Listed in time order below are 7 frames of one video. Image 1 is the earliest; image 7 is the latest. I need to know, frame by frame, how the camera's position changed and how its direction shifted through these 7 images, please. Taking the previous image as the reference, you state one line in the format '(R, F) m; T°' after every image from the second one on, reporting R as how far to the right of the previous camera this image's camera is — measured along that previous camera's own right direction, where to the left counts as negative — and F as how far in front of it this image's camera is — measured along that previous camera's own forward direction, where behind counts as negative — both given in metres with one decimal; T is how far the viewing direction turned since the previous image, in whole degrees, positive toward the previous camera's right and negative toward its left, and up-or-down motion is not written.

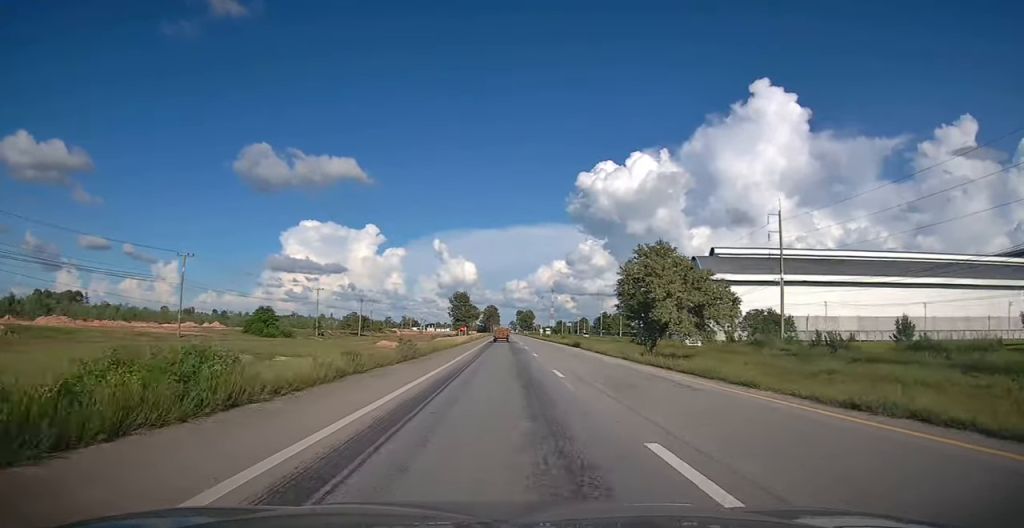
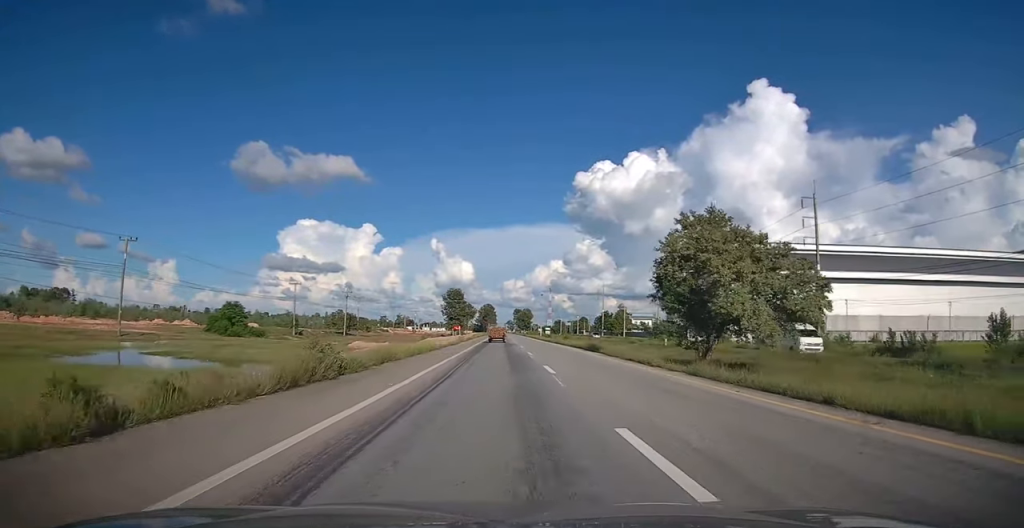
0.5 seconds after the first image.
(+0.1, +11.1) m; 0°
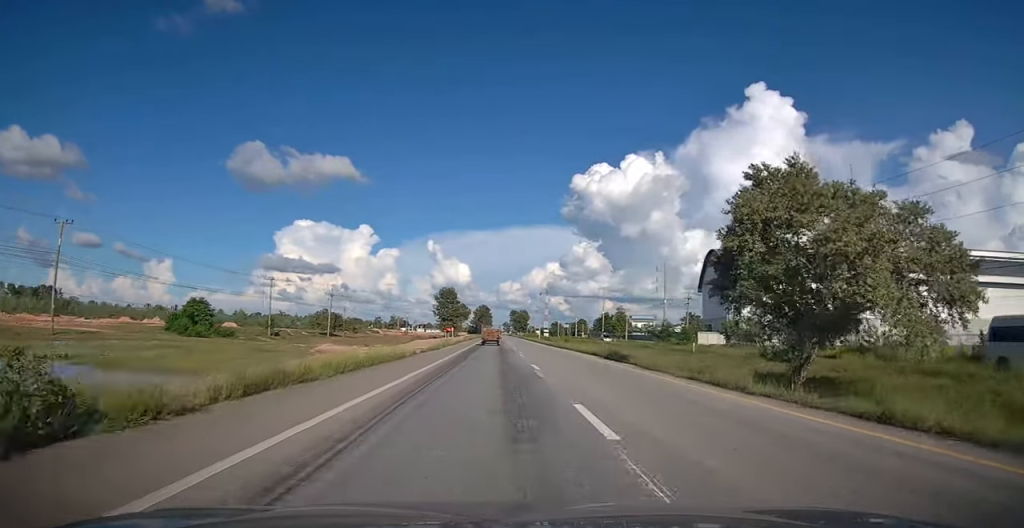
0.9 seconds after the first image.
(0.0, +10.0) m; 0°
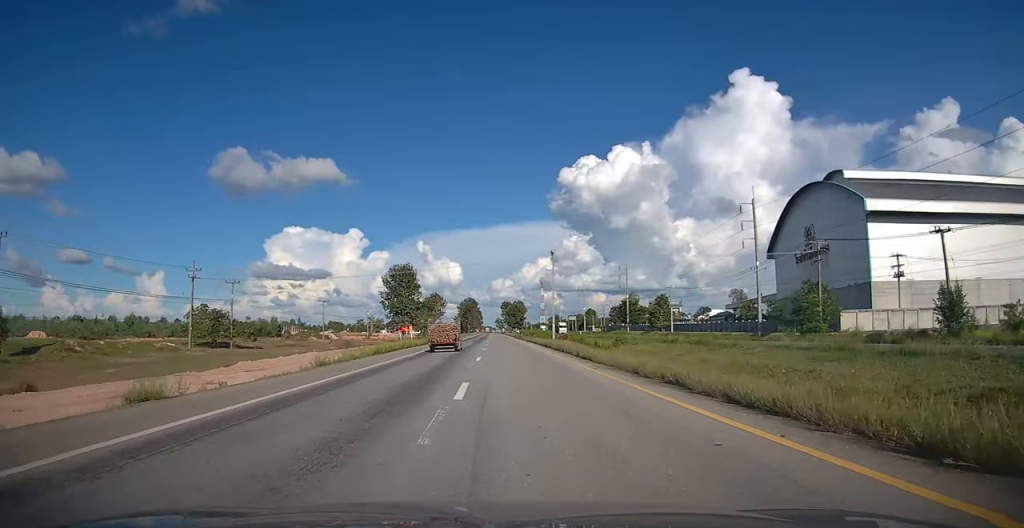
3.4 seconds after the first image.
(+0.6, +56.5) m; 0°
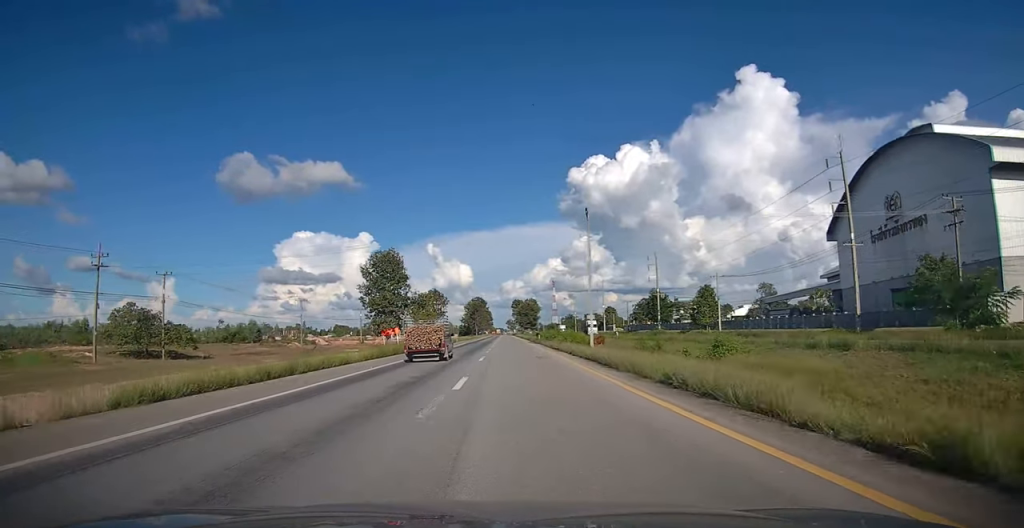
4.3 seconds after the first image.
(-0.2, +22.0) m; -1°
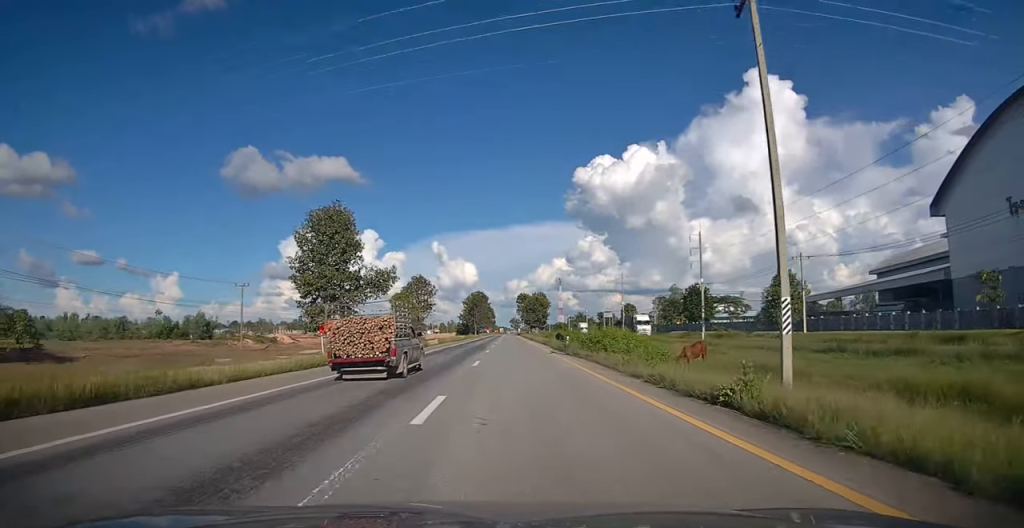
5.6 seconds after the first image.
(-0.2, +28.6) m; 0°
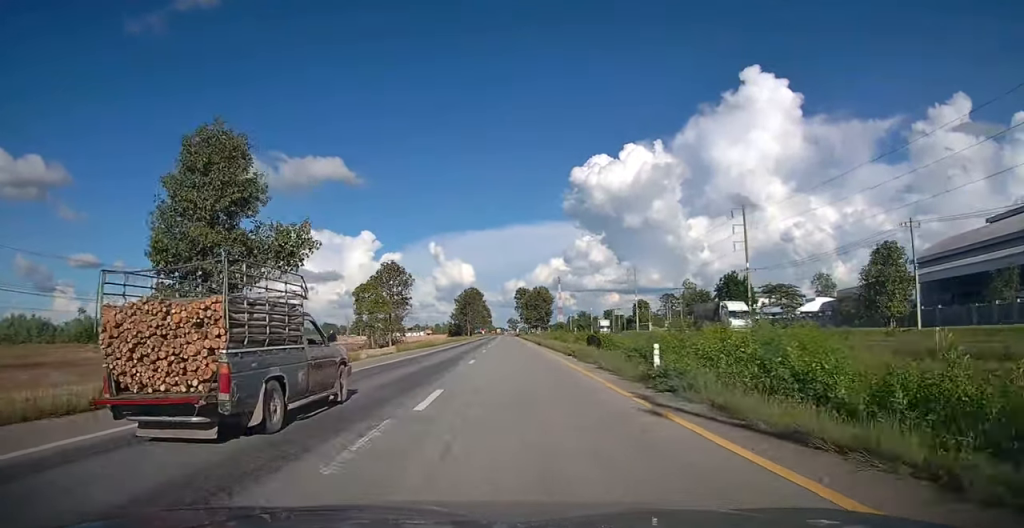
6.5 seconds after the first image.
(0.0, +22.6) m; 0°
